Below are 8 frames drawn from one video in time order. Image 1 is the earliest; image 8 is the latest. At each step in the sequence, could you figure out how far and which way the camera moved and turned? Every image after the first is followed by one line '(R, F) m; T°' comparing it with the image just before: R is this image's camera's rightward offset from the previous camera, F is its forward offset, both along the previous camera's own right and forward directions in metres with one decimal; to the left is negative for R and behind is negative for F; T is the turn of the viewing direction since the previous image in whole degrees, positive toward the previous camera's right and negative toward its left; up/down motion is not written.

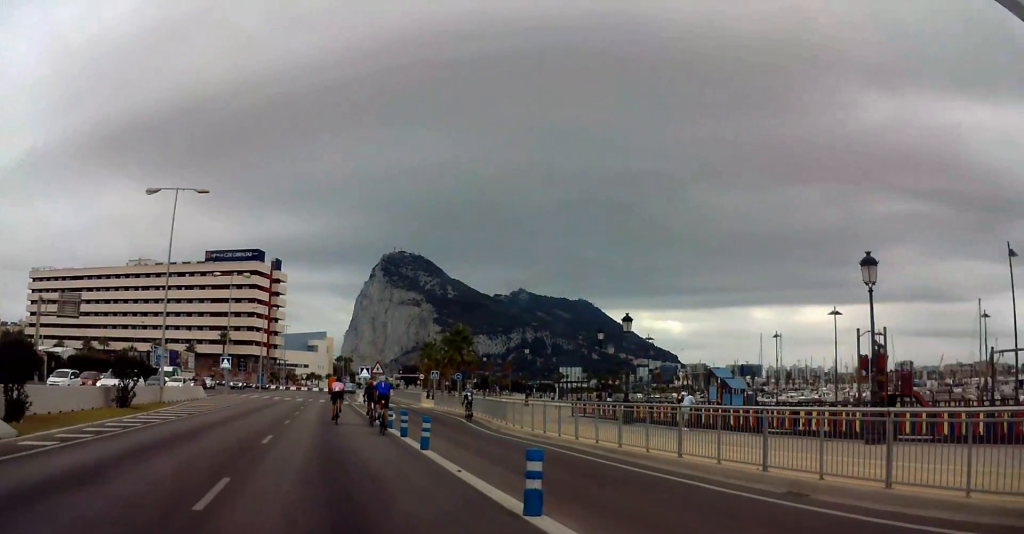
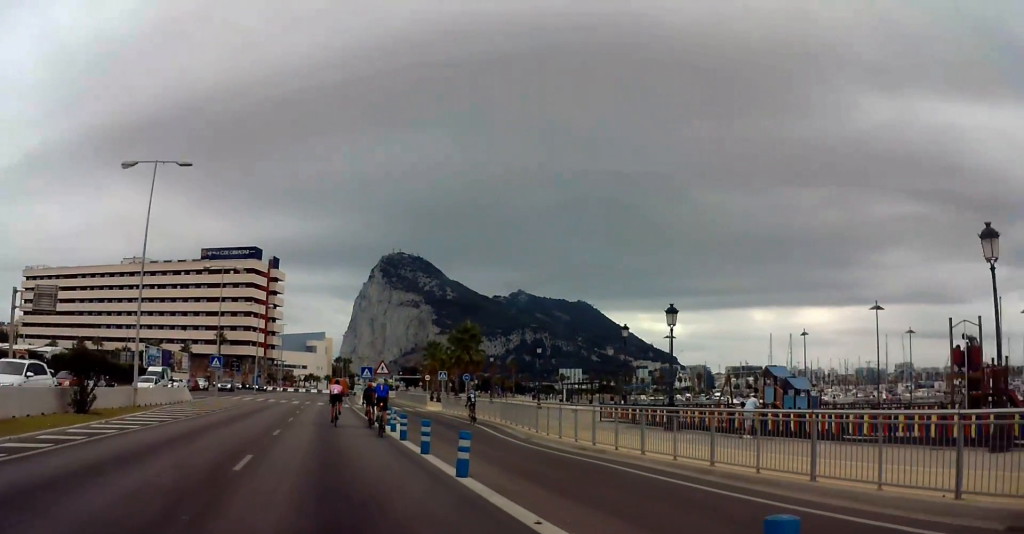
(-0.1, +4.4) m; -1°
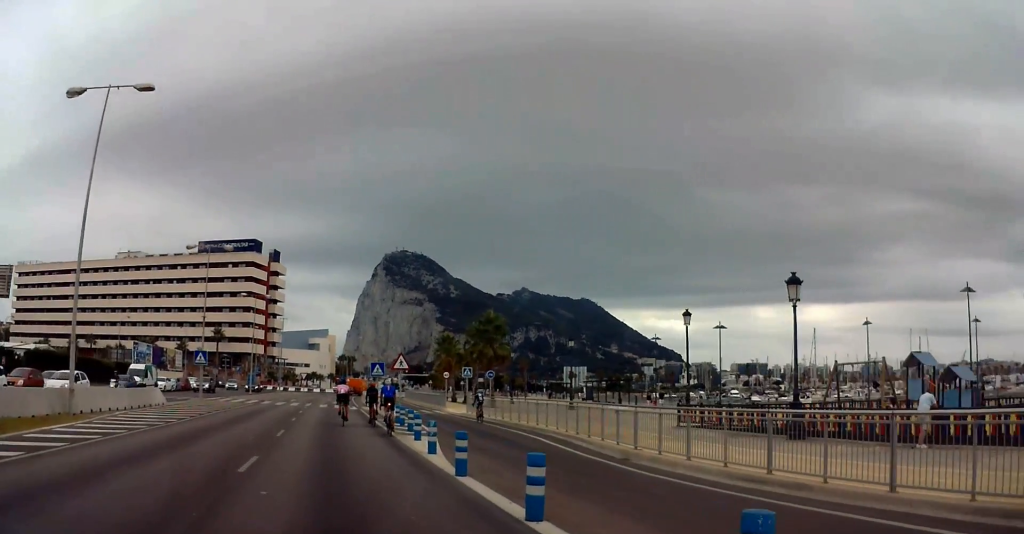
(-0.1, +7.9) m; -1°
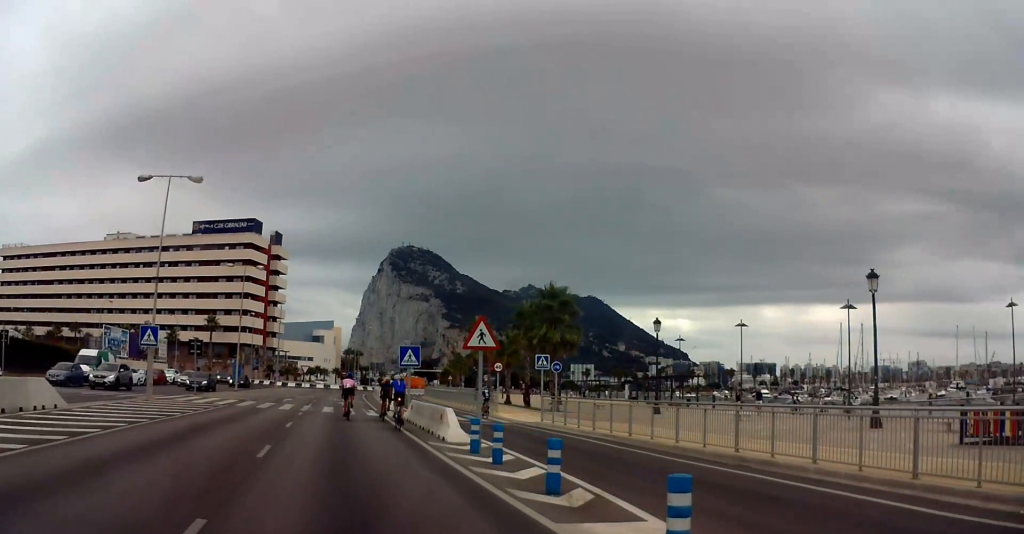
(+0.7, +14.0) m; +6°
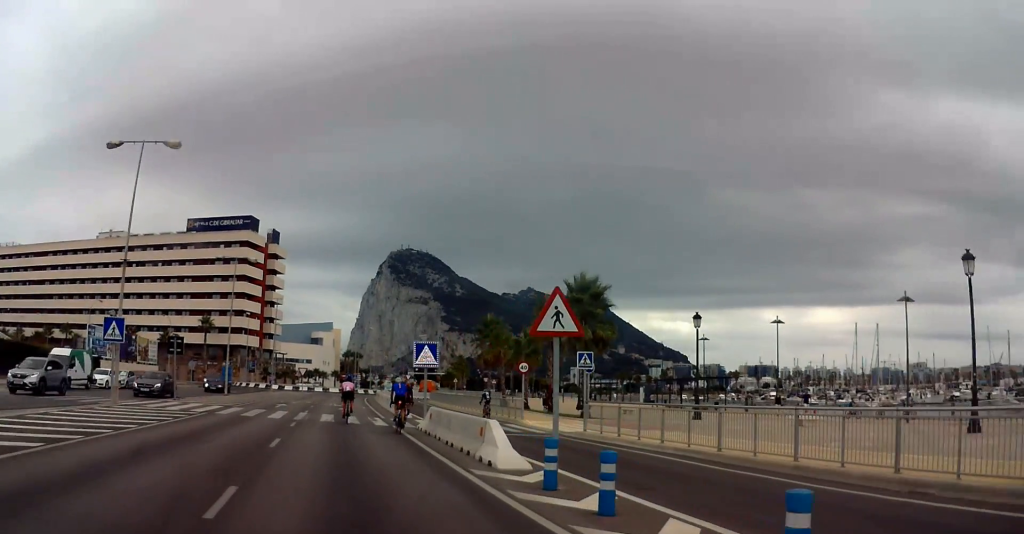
(+0.2, +5.2) m; 0°
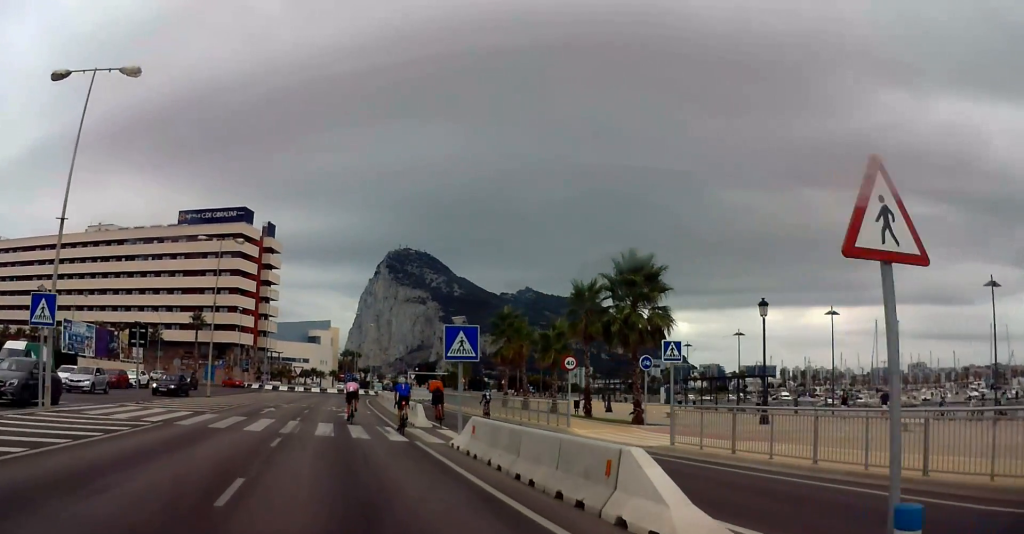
(-0.4, +6.7) m; -3°
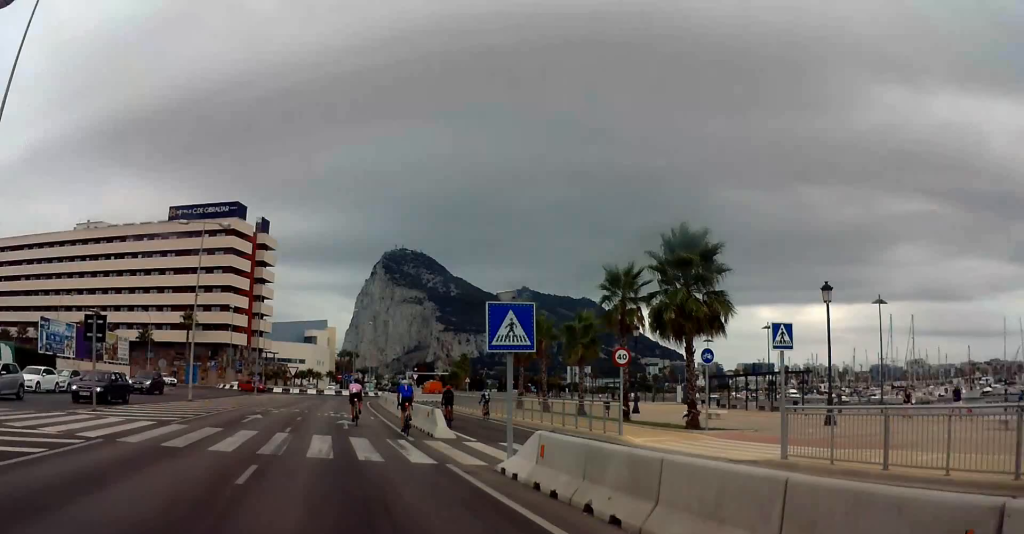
(0.0, +4.8) m; +1°
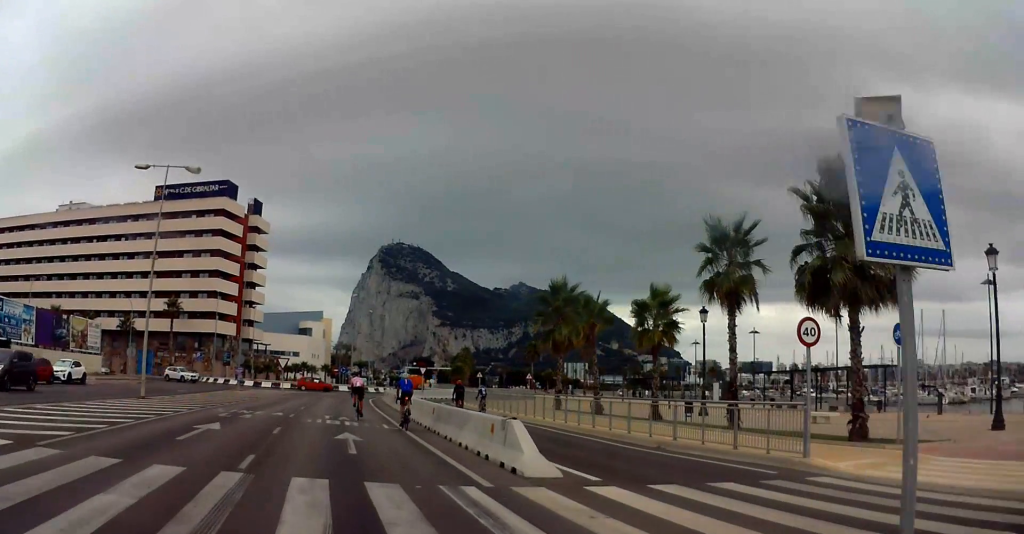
(+0.2, +9.8) m; 0°
